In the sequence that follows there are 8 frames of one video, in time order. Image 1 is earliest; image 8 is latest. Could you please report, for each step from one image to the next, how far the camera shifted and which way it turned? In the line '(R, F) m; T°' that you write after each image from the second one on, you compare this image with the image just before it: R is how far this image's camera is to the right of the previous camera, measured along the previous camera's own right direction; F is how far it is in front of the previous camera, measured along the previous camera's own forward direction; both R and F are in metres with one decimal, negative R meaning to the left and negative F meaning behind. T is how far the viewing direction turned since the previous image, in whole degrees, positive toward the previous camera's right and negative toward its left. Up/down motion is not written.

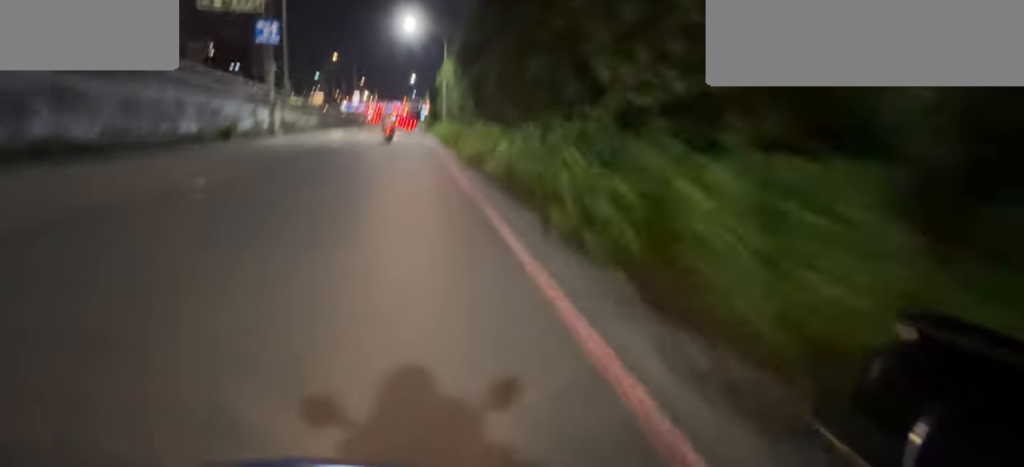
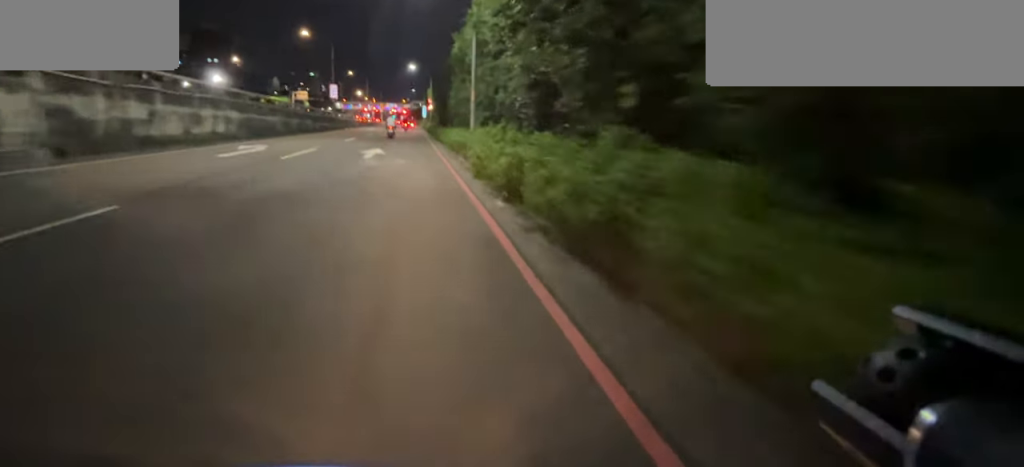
(0.0, +14.7) m; 0°
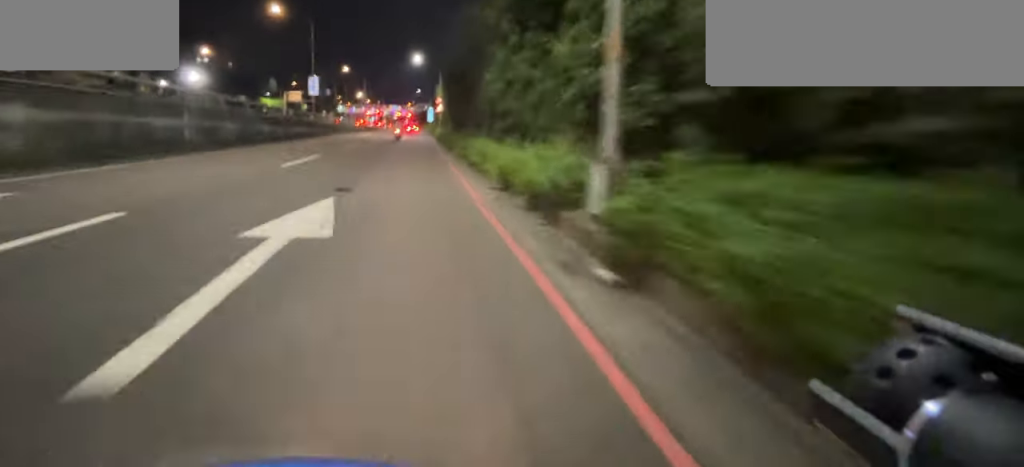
(0.0, +9.7) m; 0°
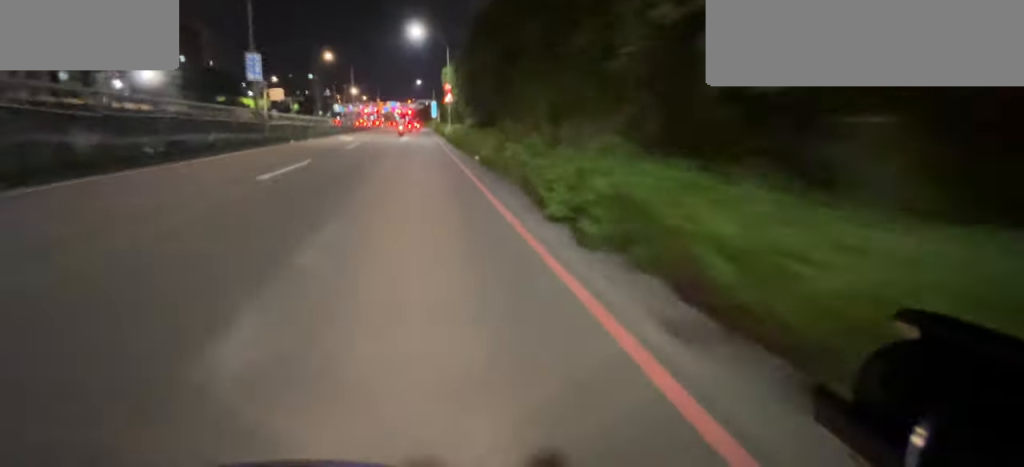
(0.0, +12.0) m; 0°
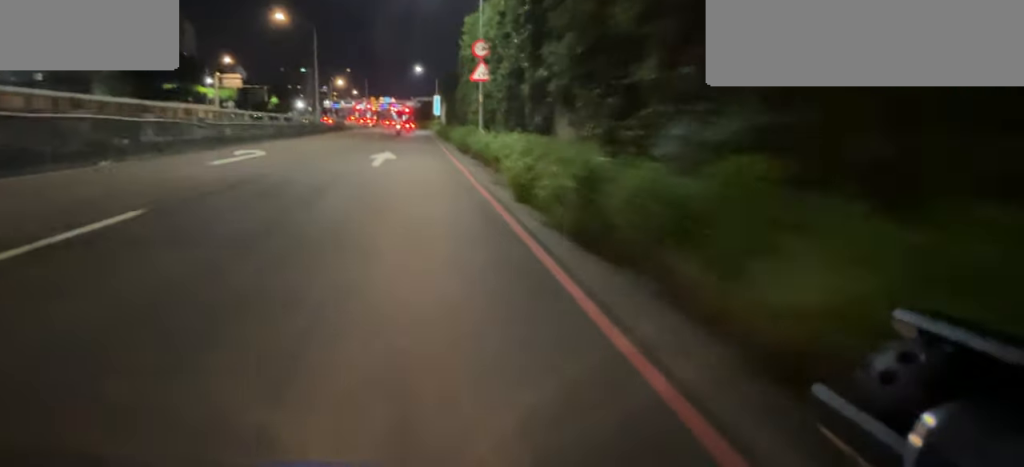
(0.0, +20.6) m; 0°
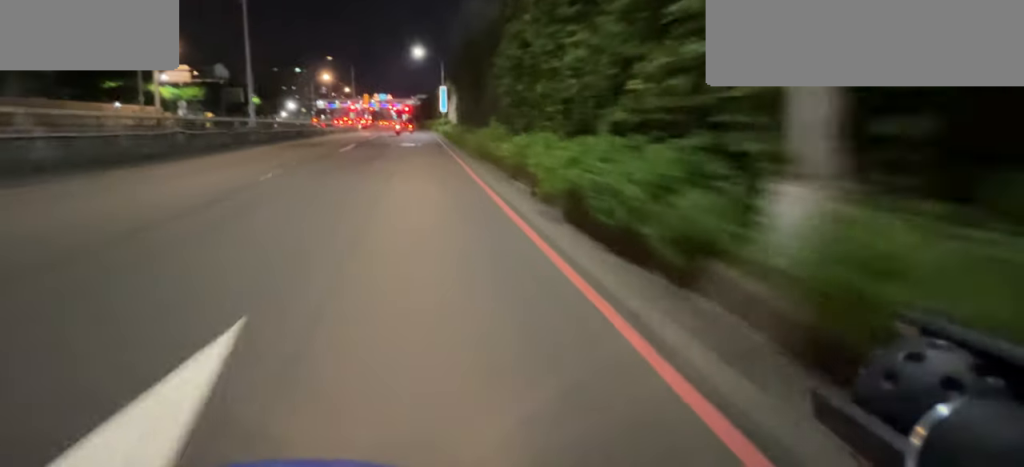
(0.0, +15.1) m; 0°
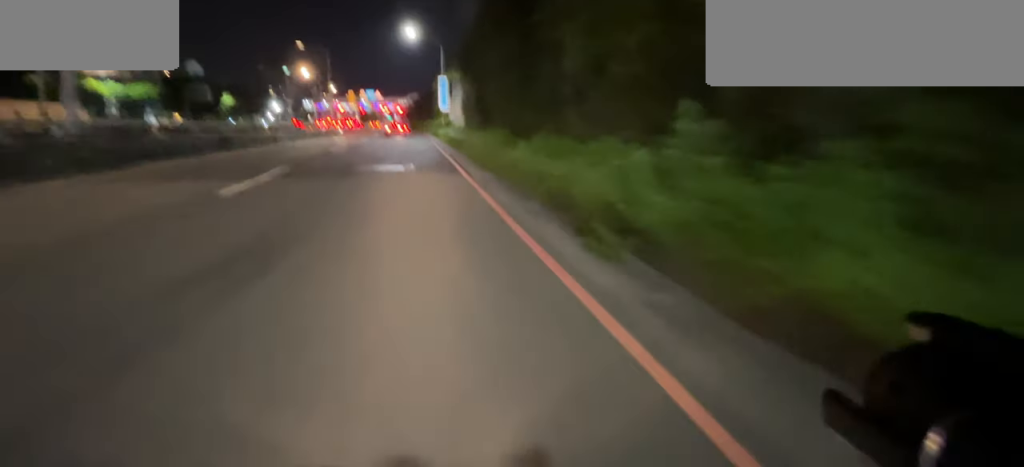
(0.0, +10.6) m; 0°
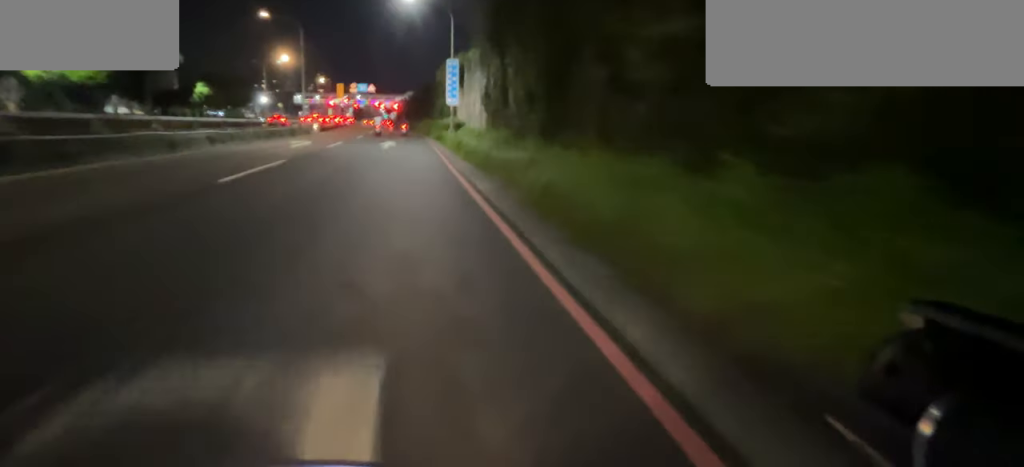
(0.0, +9.7) m; -1°
